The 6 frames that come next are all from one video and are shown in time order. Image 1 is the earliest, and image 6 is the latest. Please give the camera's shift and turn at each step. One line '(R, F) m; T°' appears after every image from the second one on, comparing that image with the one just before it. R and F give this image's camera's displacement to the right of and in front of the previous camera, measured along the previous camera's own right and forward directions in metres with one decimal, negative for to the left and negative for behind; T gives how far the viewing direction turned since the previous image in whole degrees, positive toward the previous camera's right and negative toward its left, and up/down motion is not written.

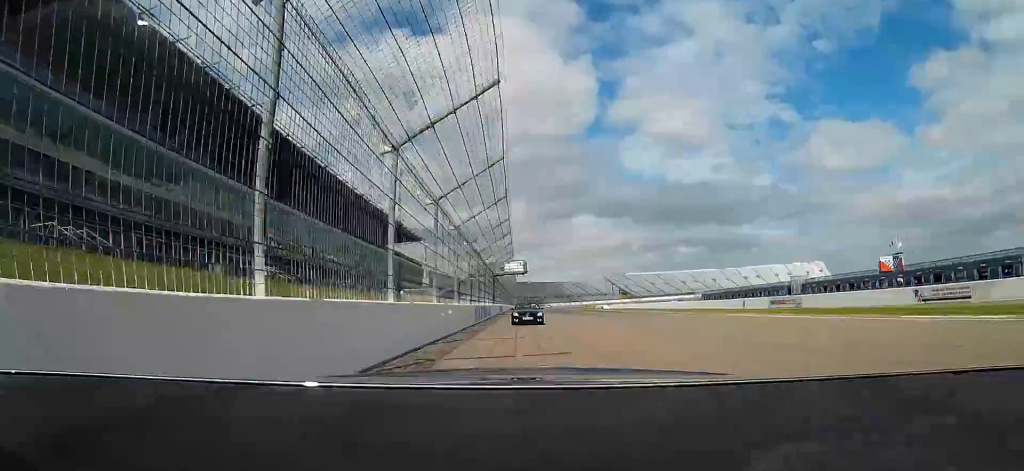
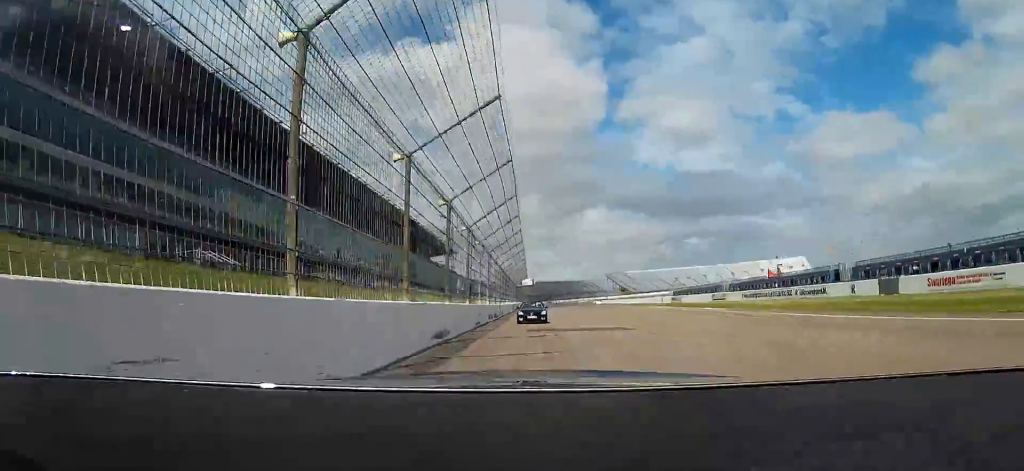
(-0.9, +62.3) m; -2°
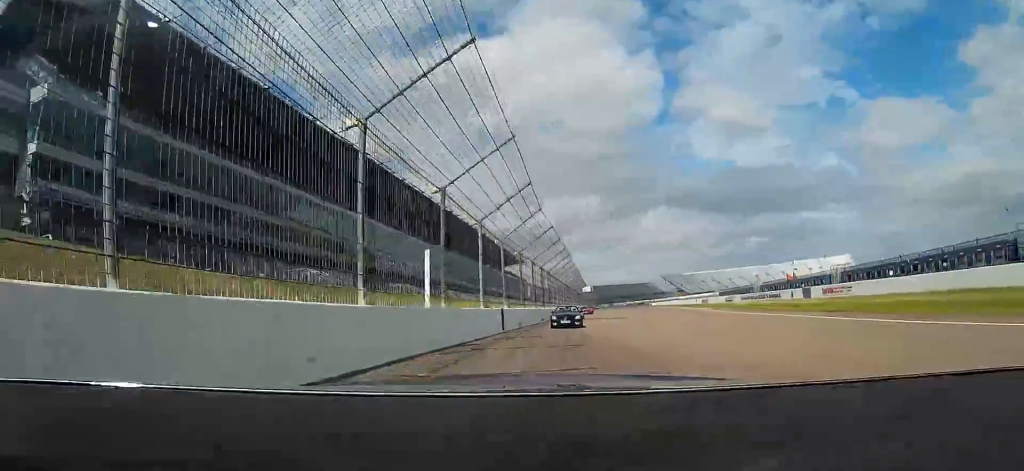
(-0.7, +35.7) m; -4°
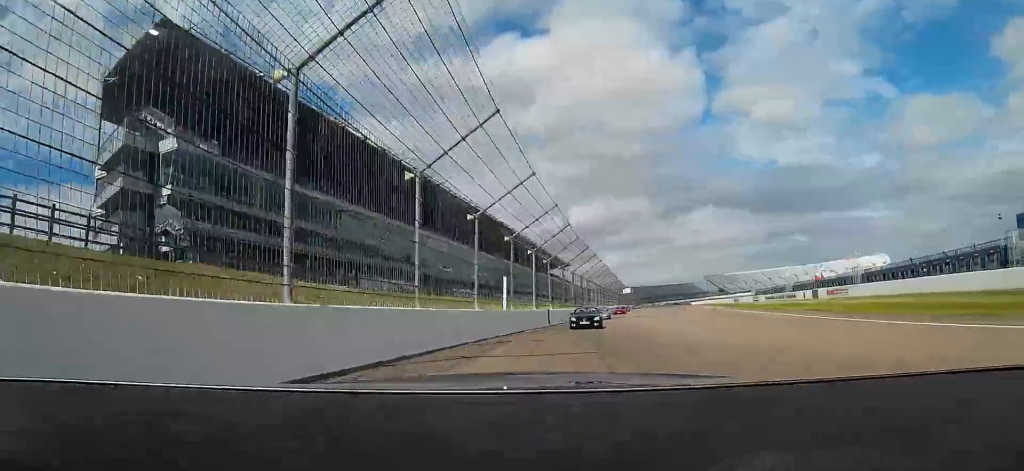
(-0.4, +12.5) m; -3°
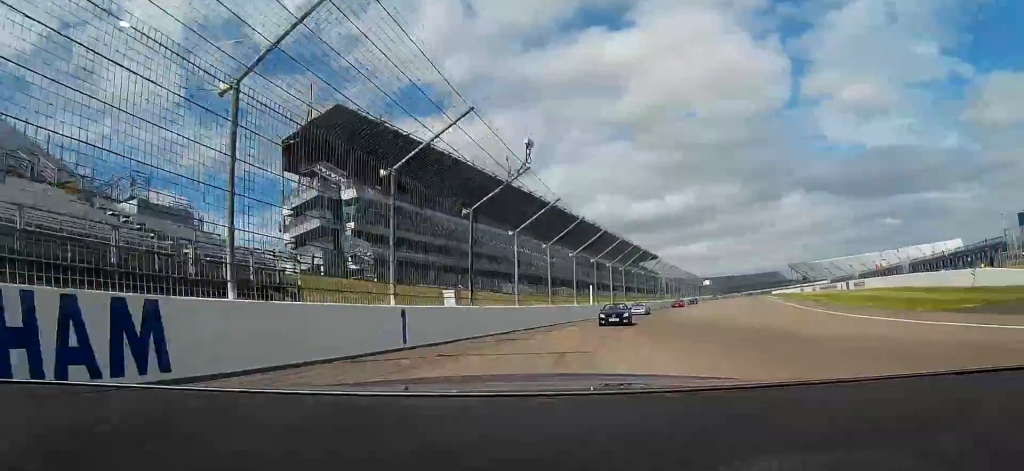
(-1.0, +23.2) m; -7°
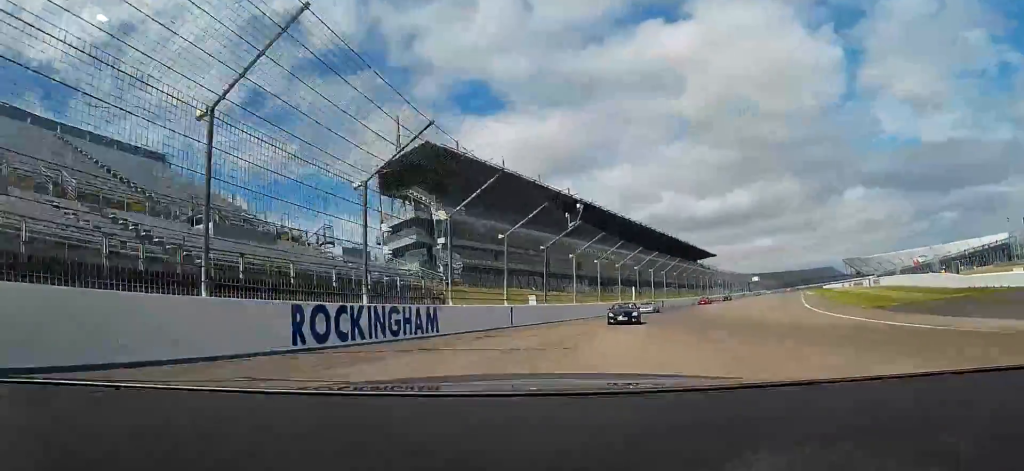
(-0.8, +16.2) m; -6°
